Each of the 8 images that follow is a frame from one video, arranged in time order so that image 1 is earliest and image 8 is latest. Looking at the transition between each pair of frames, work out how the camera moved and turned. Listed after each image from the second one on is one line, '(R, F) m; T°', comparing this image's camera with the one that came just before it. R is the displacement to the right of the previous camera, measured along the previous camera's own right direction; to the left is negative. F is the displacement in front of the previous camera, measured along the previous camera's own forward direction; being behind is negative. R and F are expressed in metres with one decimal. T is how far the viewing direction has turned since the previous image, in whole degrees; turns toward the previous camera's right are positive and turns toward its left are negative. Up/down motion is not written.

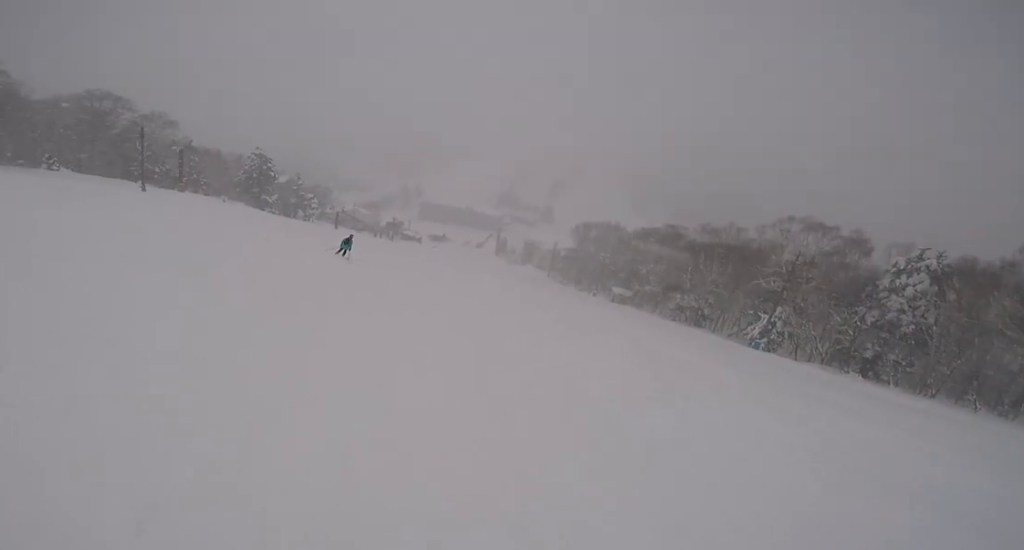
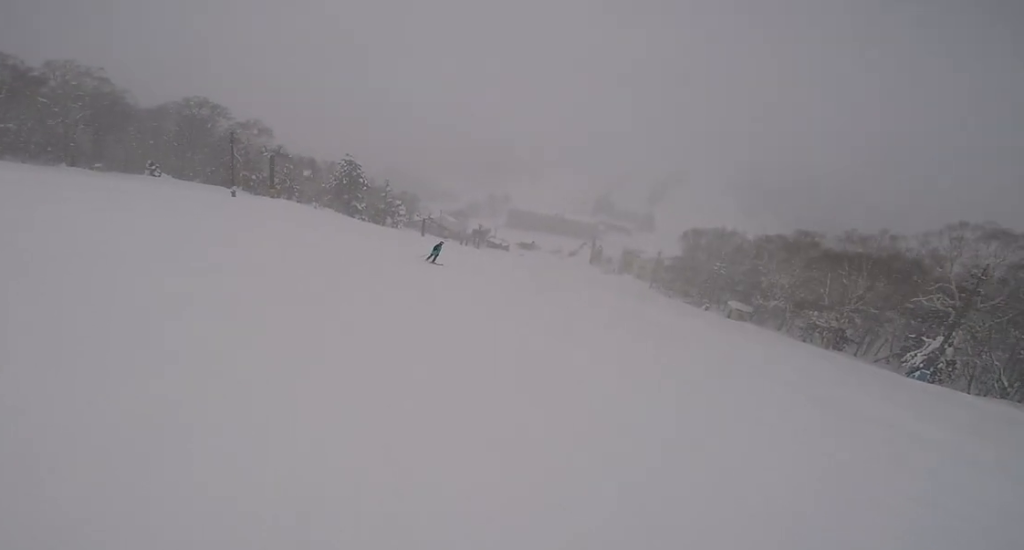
(+0.2, +4.1) m; -11°
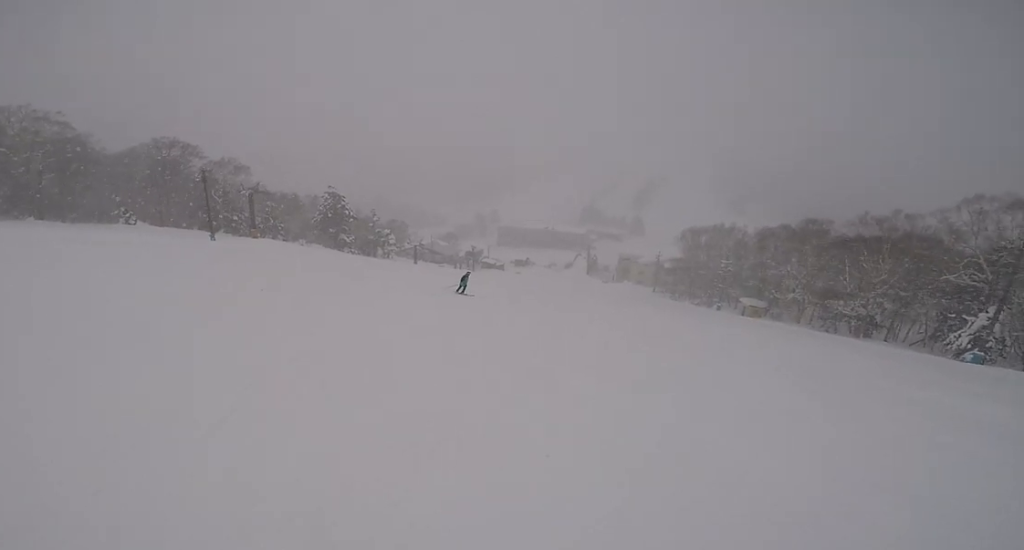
(-0.8, +3.3) m; 0°
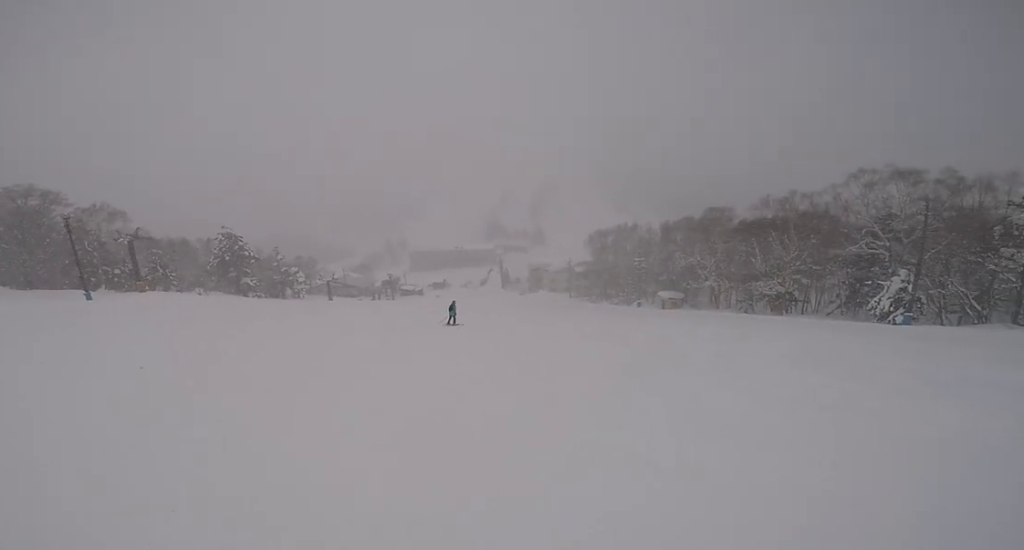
(-0.5, +4.4) m; +5°
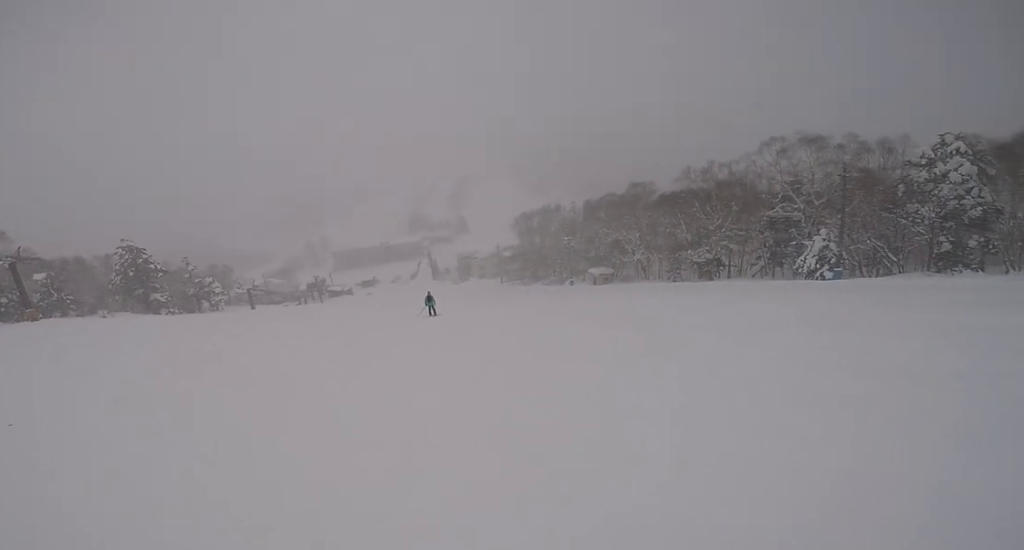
(+0.4, +2.9) m; +12°
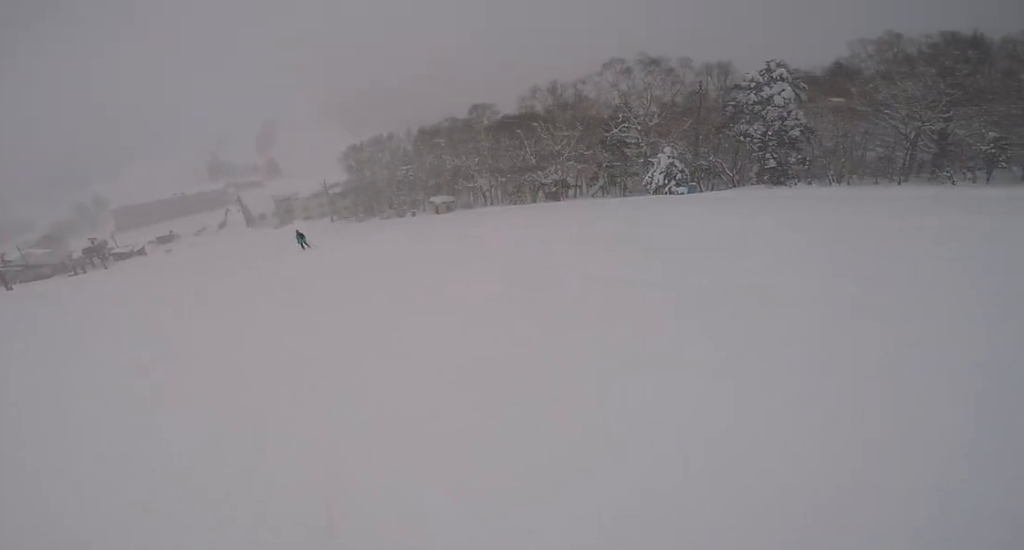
(+1.9, +6.9) m; +19°
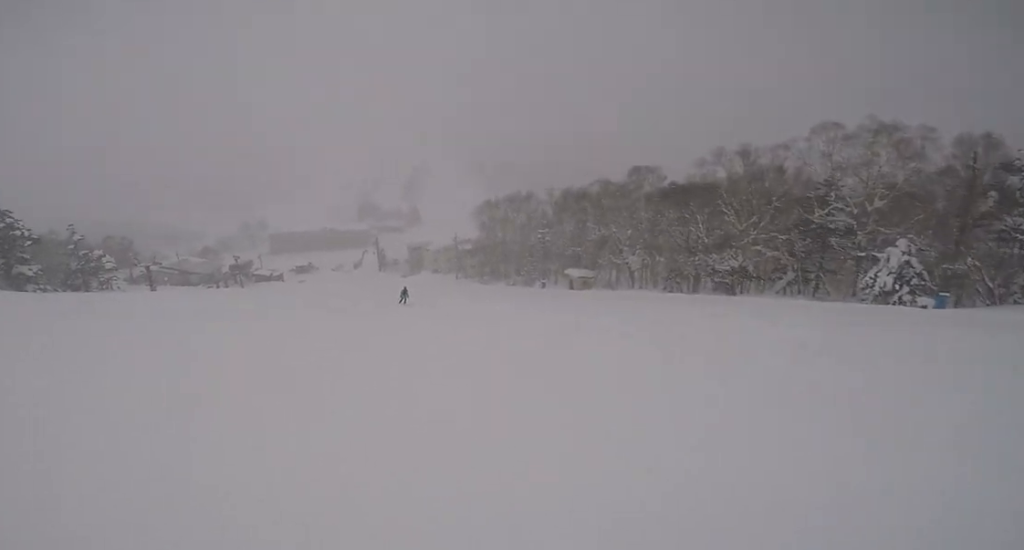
(+0.2, +6.9) m; -7°
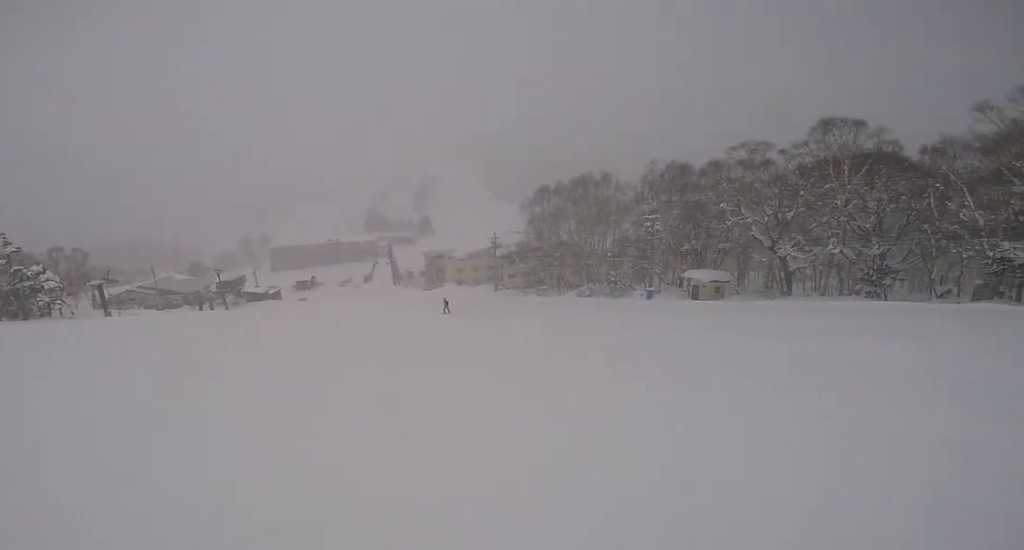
(-6.1, +19.3) m; -3°
